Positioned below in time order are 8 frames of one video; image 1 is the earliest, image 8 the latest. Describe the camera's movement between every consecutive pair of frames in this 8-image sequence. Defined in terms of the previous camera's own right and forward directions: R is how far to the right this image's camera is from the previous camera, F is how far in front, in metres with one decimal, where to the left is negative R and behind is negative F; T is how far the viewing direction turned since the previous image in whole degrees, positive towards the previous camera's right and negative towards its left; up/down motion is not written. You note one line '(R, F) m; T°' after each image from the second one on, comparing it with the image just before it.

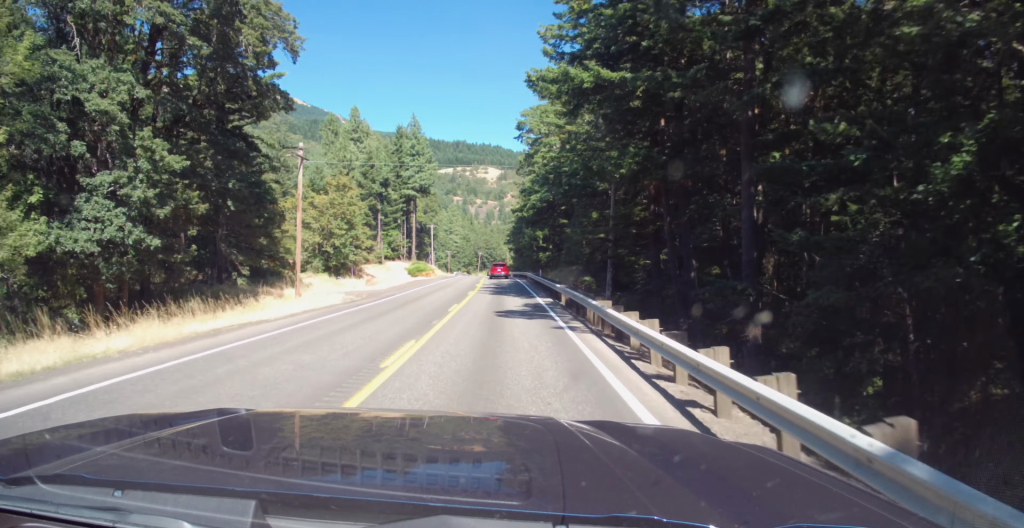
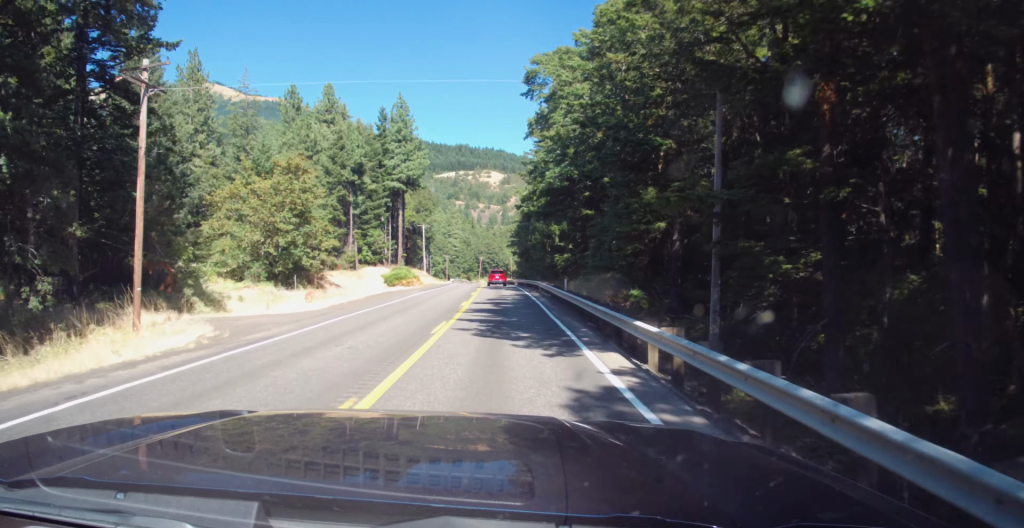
(0.0, +18.5) m; 0°
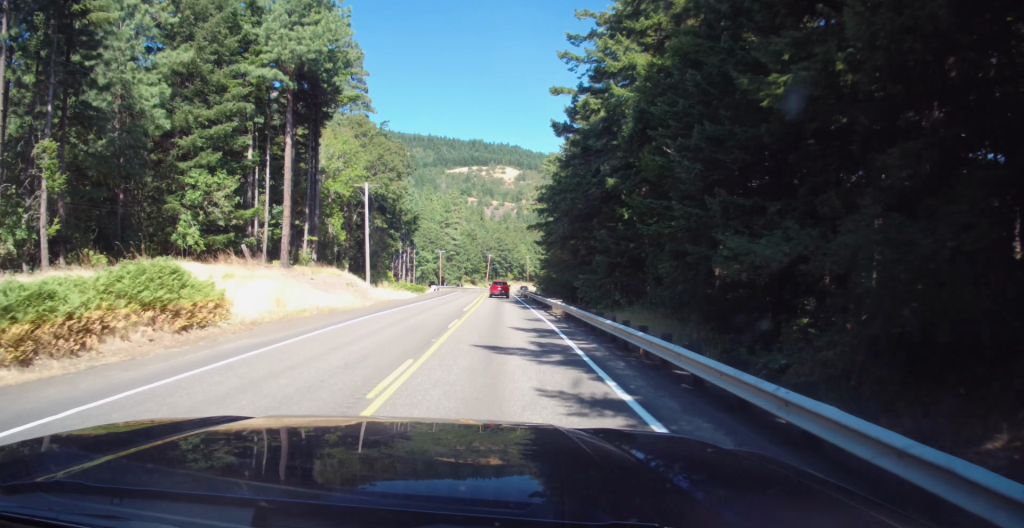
(-0.2, +55.3) m; -1°
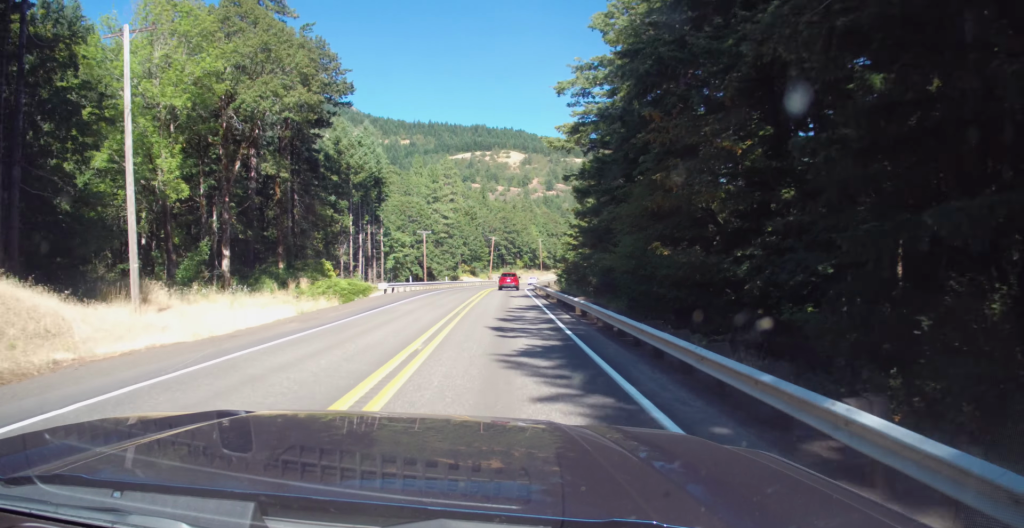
(-0.2, +39.8) m; 0°
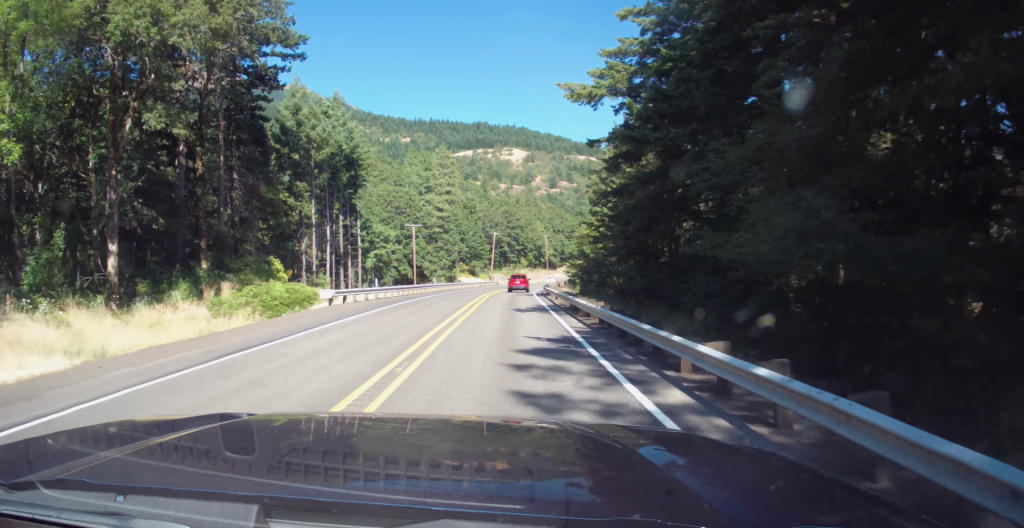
(0.0, +14.7) m; 0°
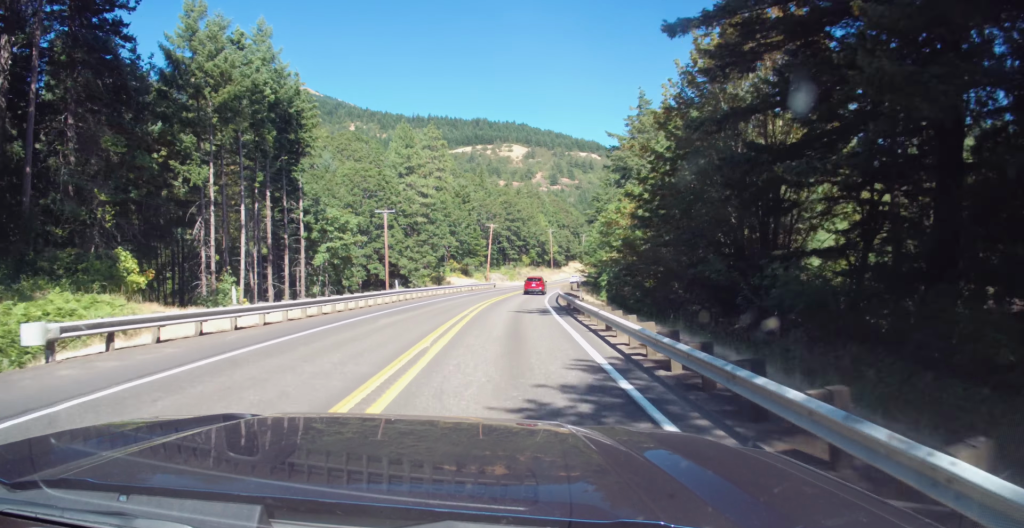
(0.0, +20.5) m; 0°
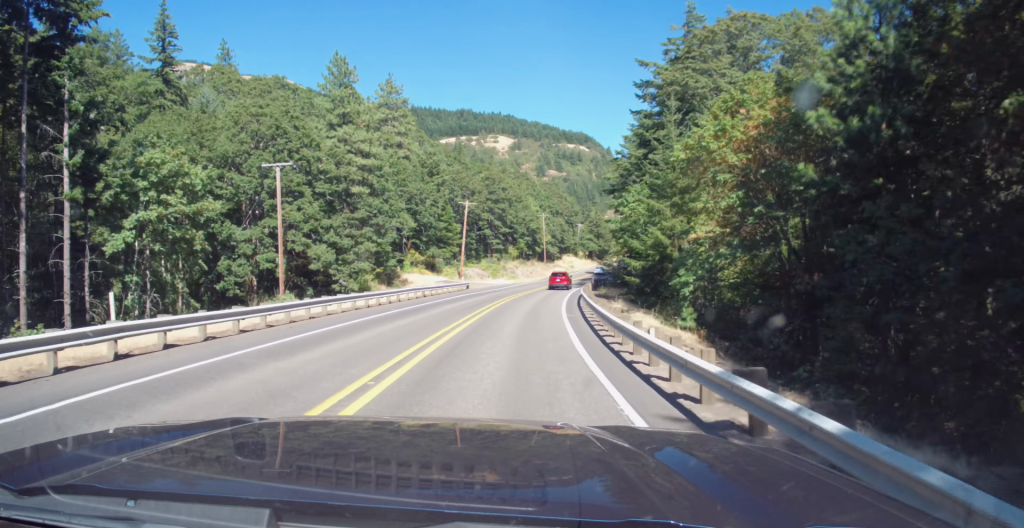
(0.0, +29.2) m; 0°
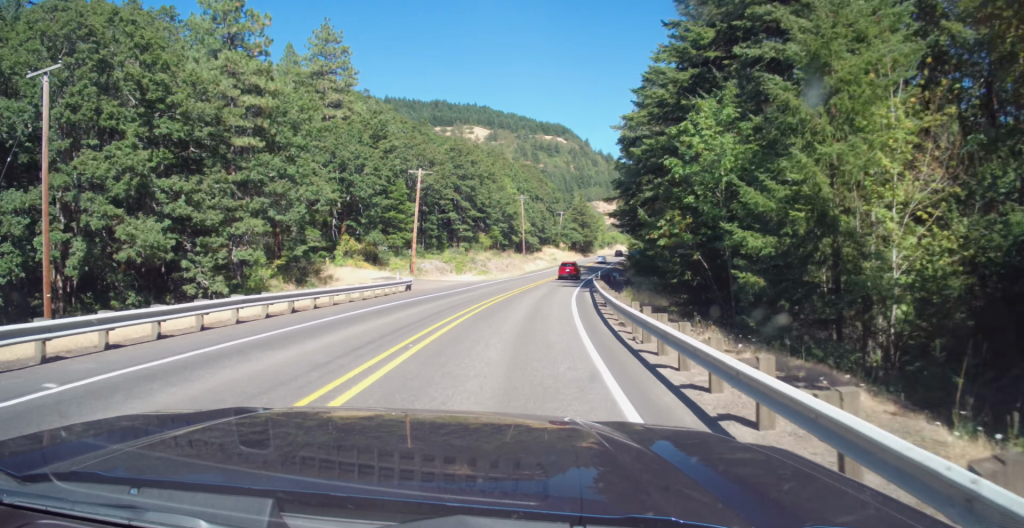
(0.0, +21.6) m; 0°
